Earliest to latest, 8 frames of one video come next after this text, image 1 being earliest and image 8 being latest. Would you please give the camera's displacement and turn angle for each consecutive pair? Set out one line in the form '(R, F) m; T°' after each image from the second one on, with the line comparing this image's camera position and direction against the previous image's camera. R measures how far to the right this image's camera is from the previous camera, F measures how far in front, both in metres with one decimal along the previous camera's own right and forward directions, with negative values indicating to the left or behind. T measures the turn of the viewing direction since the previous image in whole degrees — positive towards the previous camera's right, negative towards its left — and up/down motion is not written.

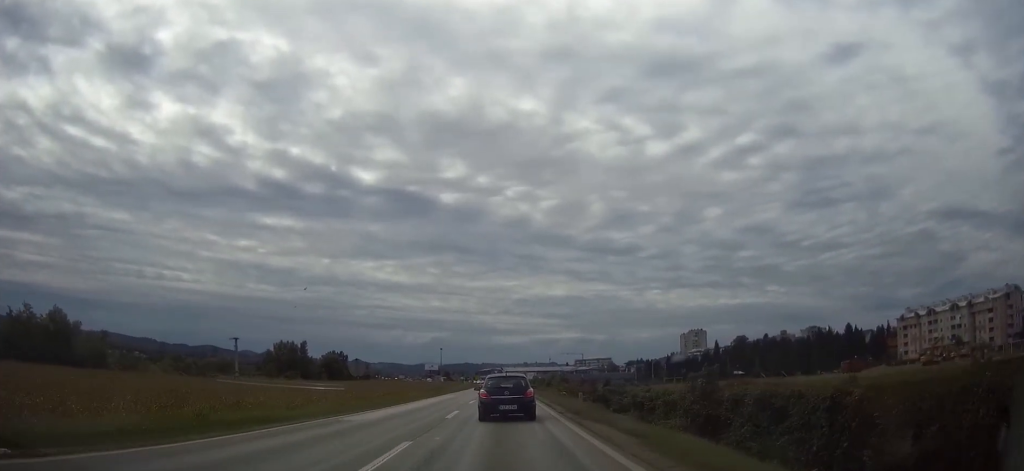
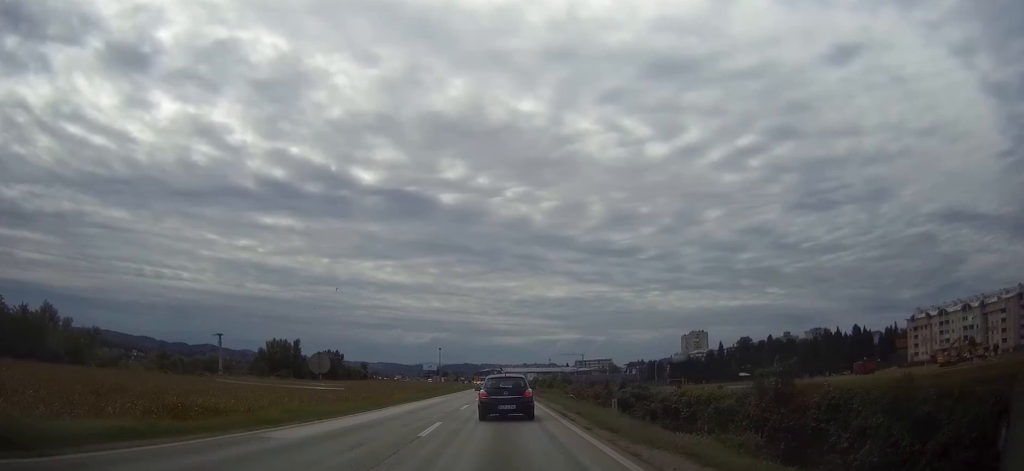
(+0.1, +7.6) m; 0°
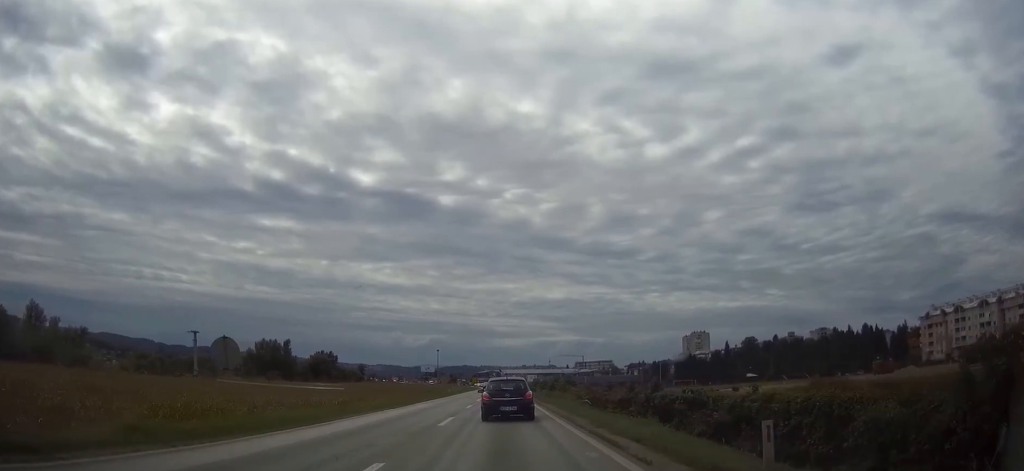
(-0.1, +10.5) m; 0°
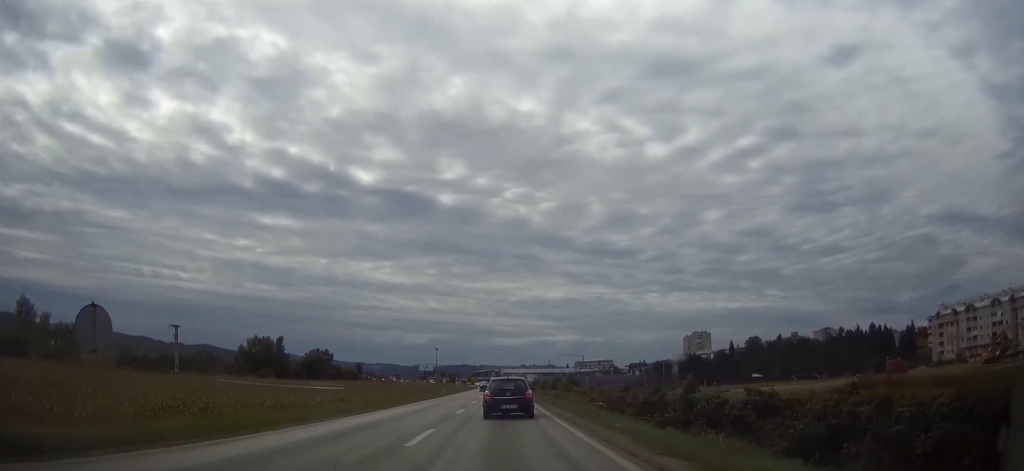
(0.0, +7.1) m; 0°
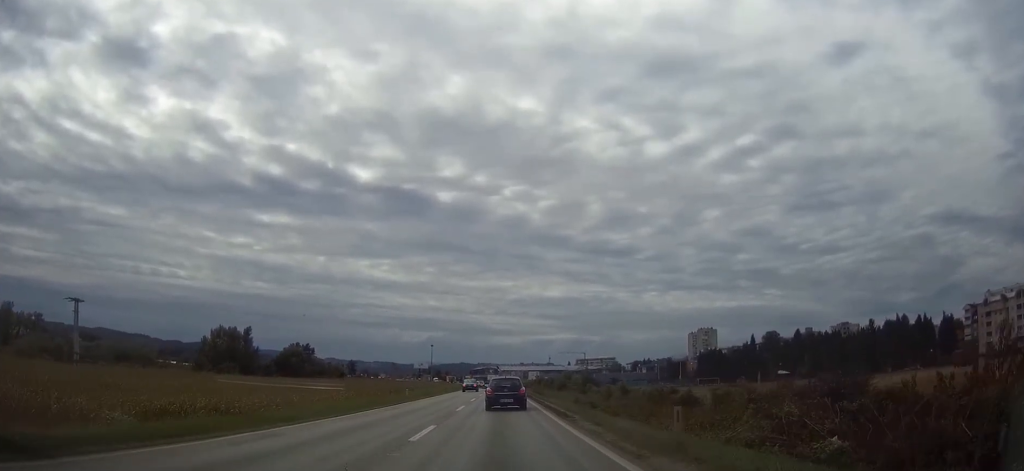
(+0.1, +28.7) m; 0°
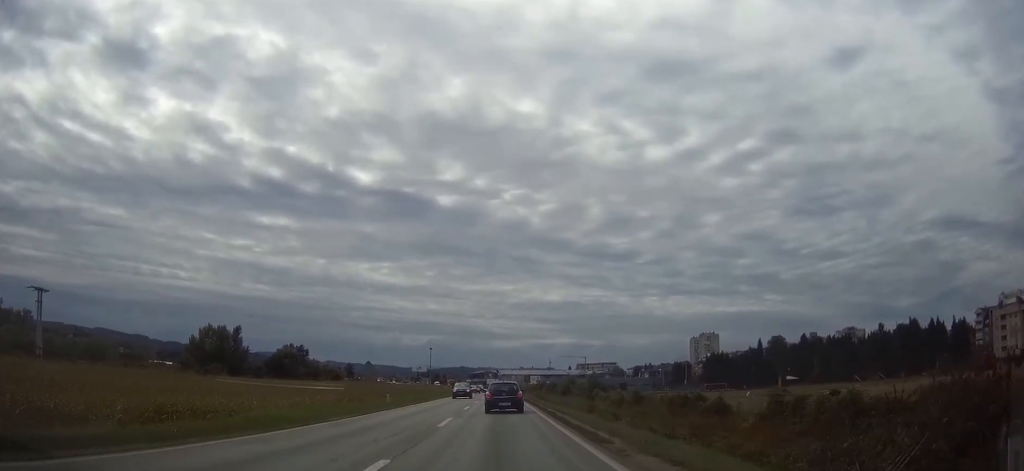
(0.0, +8.1) m; 0°
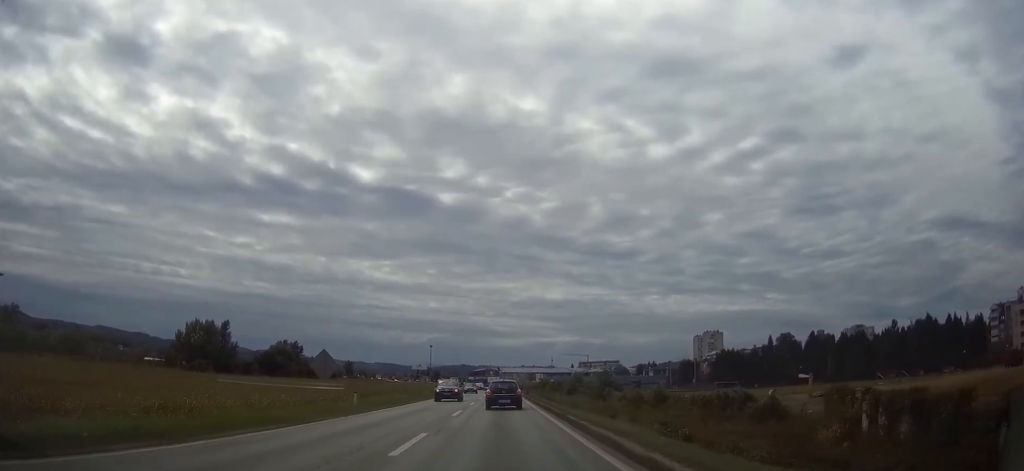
(0.0, +9.5) m; 0°
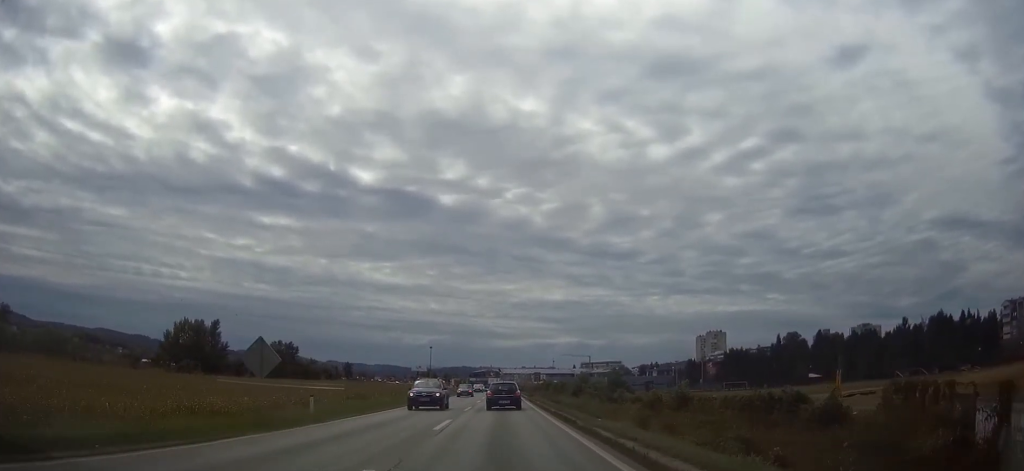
(0.0, +6.9) m; 0°
